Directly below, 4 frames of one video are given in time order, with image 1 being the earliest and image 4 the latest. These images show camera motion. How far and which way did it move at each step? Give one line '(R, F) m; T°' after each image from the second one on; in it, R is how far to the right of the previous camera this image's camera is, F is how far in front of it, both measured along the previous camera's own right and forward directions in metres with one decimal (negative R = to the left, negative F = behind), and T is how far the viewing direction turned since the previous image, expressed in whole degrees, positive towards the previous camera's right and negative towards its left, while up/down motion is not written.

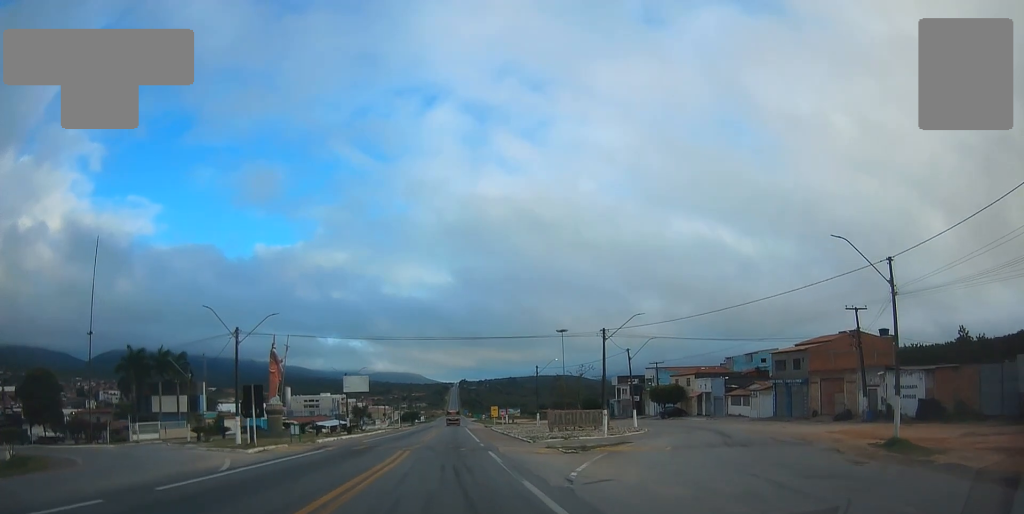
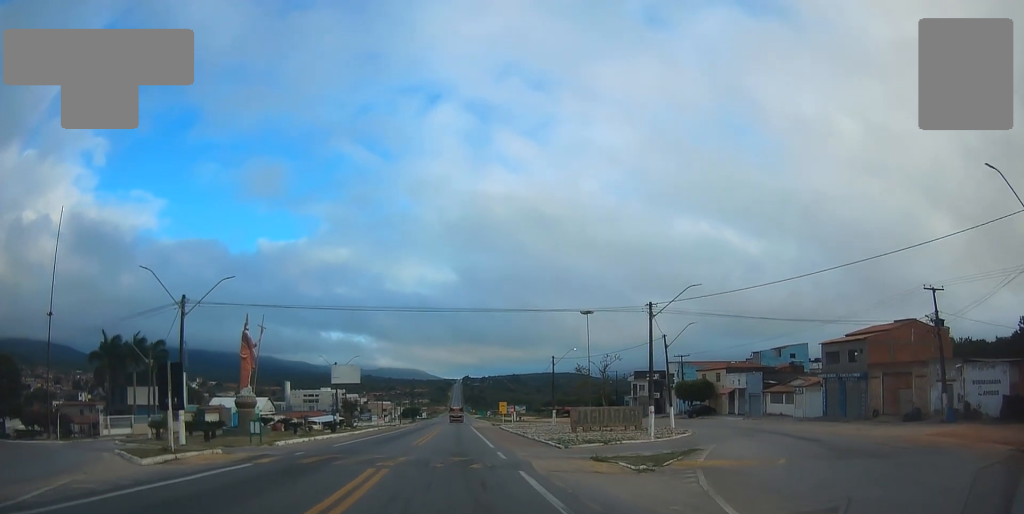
(+0.4, +13.1) m; +2°
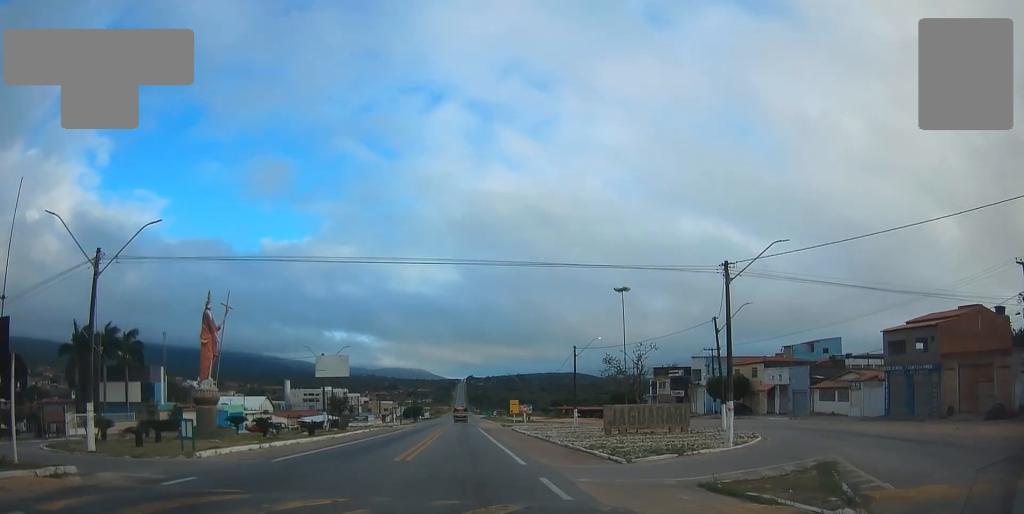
(-0.2, +13.6) m; -3°
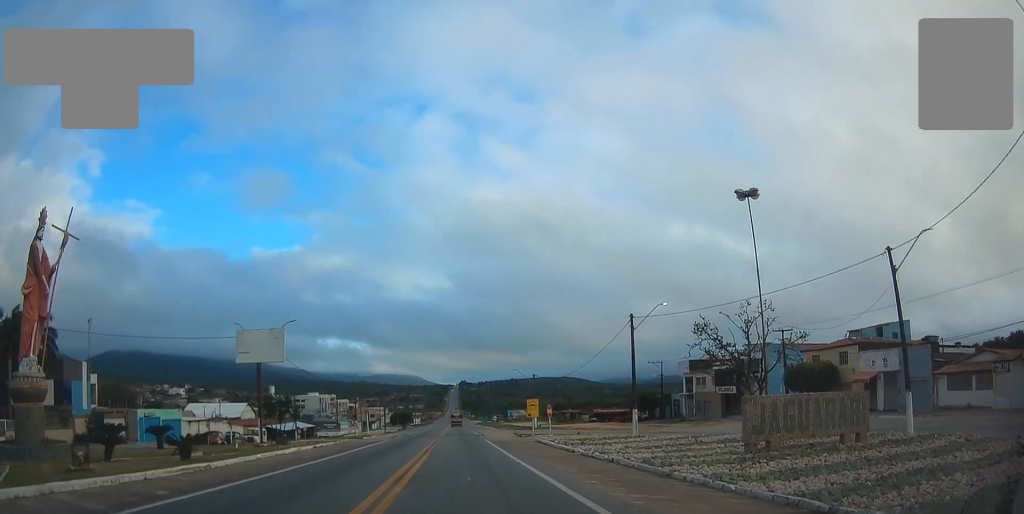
(-0.1, +27.0) m; +1°
